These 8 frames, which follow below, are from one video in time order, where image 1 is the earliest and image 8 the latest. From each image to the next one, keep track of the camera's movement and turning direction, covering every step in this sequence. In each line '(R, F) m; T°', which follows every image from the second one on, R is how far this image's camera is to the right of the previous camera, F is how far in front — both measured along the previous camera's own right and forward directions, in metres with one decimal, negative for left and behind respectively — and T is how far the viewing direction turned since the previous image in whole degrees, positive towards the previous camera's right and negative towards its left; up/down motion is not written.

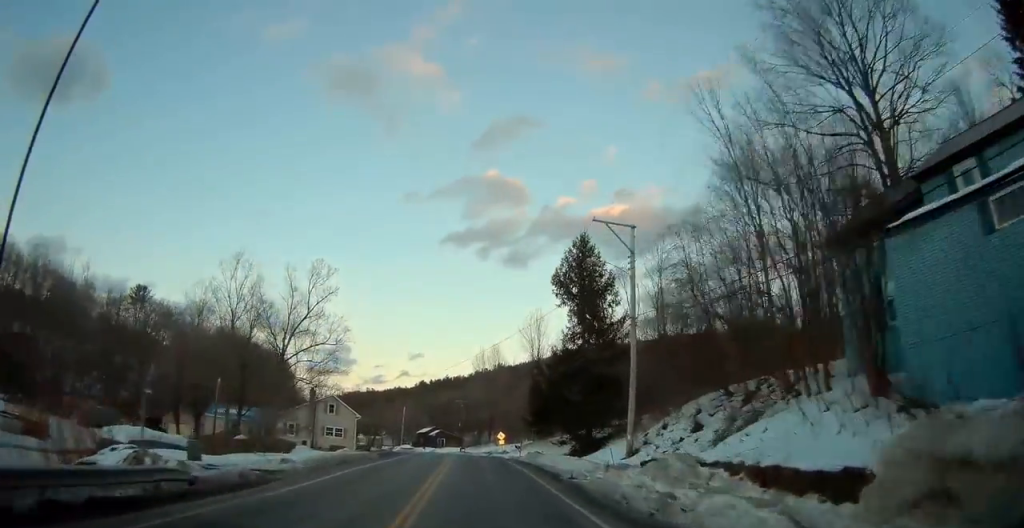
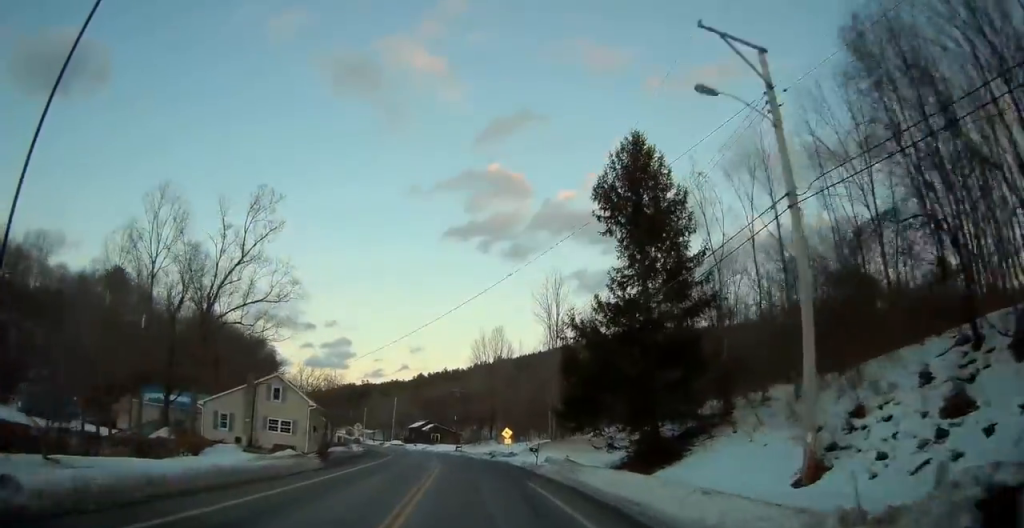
(-0.3, +16.0) m; -2°
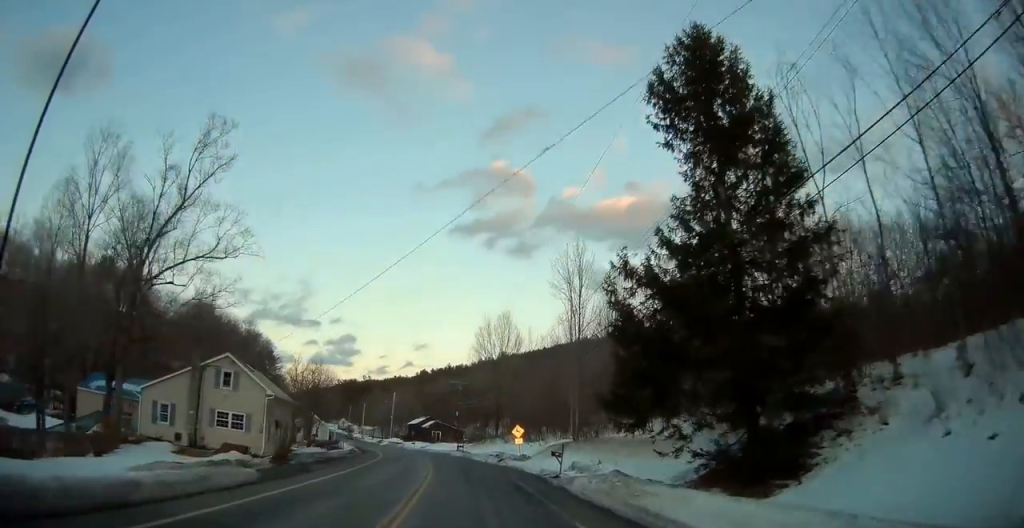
(-0.3, +9.4) m; 0°
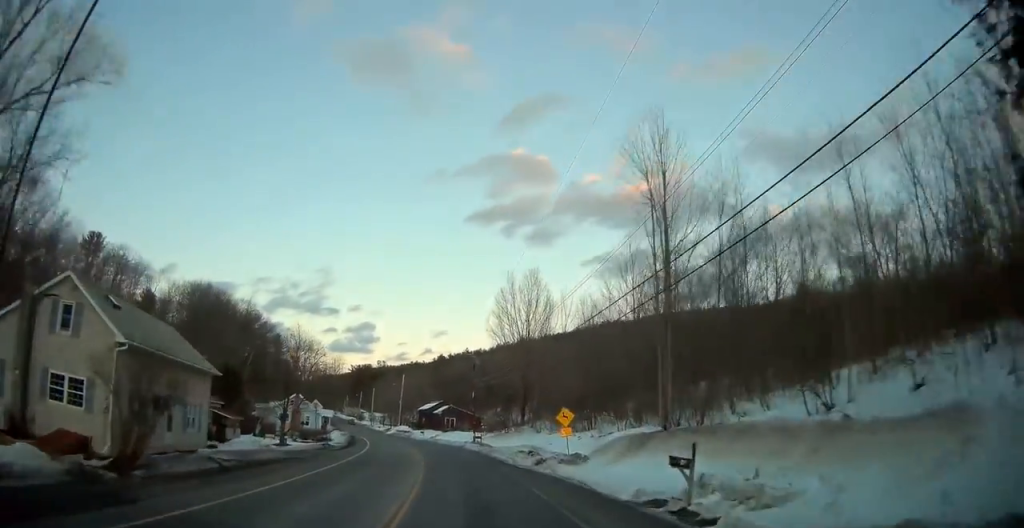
(+0.3, +16.0) m; 0°
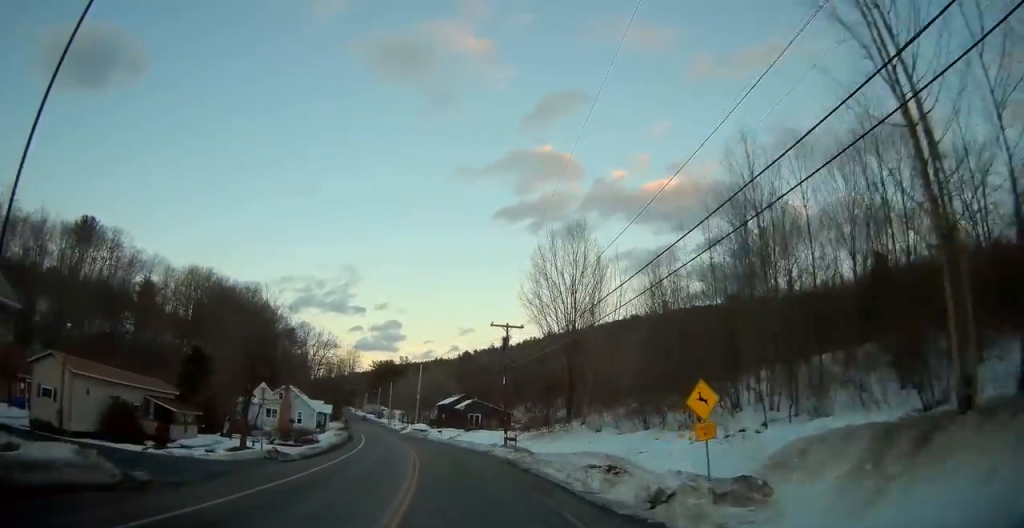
(-0.3, +15.4) m; -3°
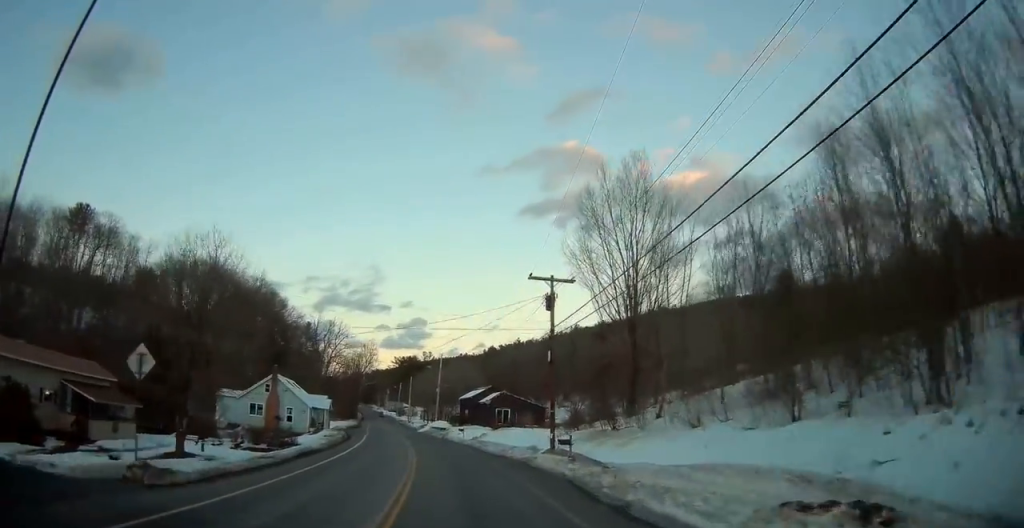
(-0.4, +12.8) m; -3°
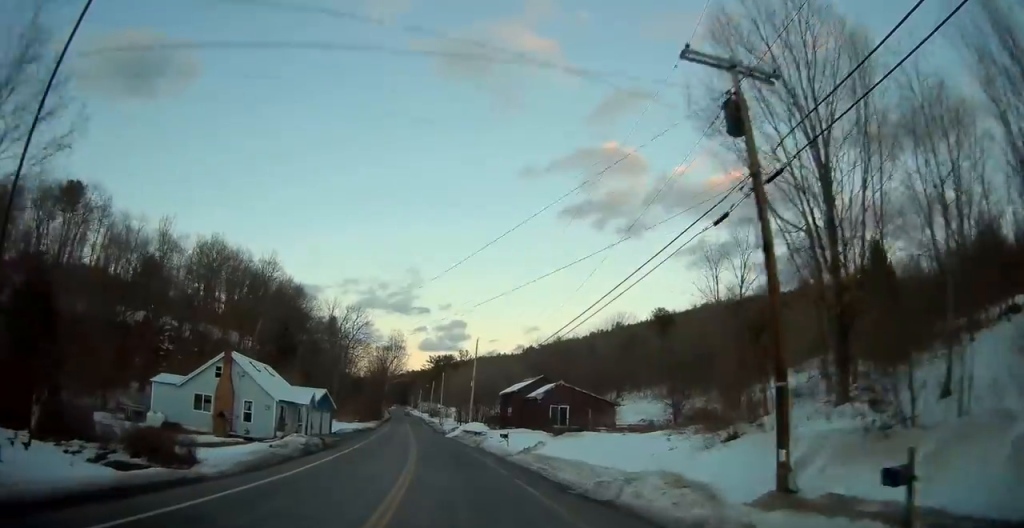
(-0.6, +19.5) m; -3°
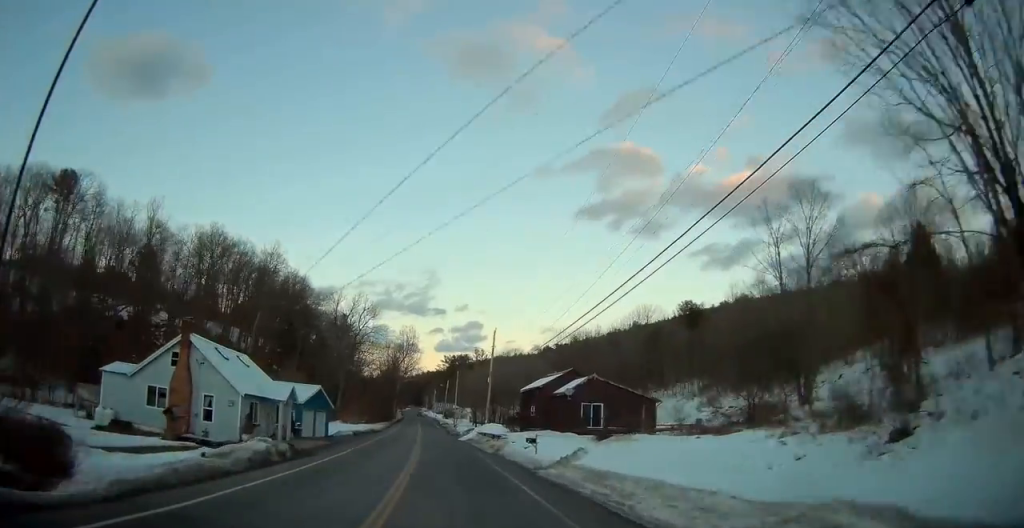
(0.0, +8.4) m; -1°
